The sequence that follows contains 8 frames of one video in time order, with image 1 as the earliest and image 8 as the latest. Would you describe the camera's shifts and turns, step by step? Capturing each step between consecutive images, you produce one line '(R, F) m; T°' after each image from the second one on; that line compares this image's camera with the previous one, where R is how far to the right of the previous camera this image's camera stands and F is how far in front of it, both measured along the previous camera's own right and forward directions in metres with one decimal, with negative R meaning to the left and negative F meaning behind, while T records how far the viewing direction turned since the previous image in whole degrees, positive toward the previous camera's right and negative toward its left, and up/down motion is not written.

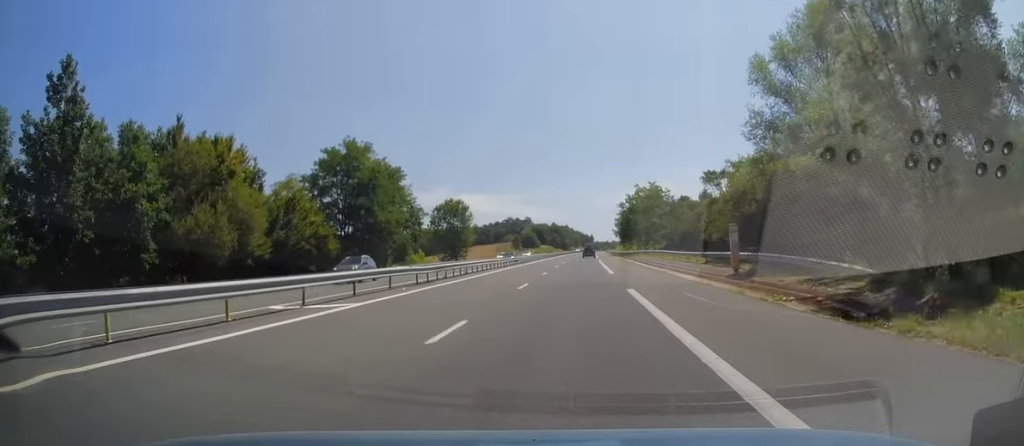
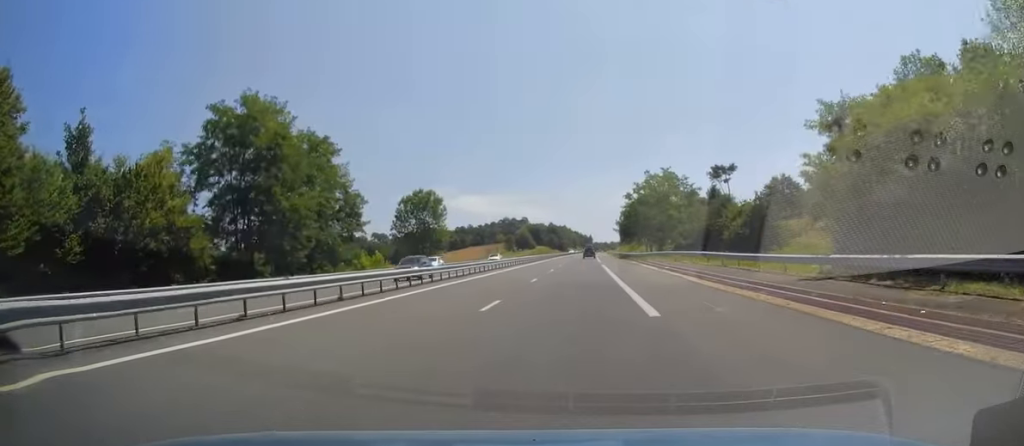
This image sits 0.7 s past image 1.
(+0.3, +21.0) m; 0°
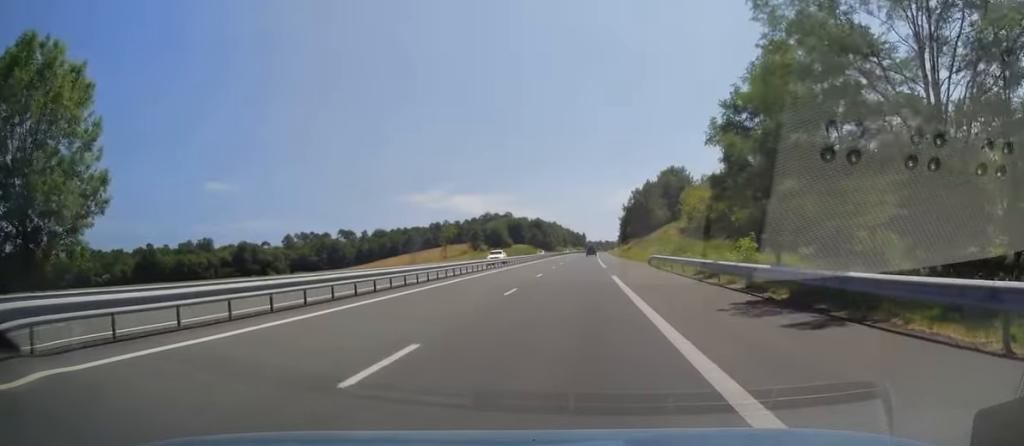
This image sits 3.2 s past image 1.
(0.0, +74.3) m; 0°
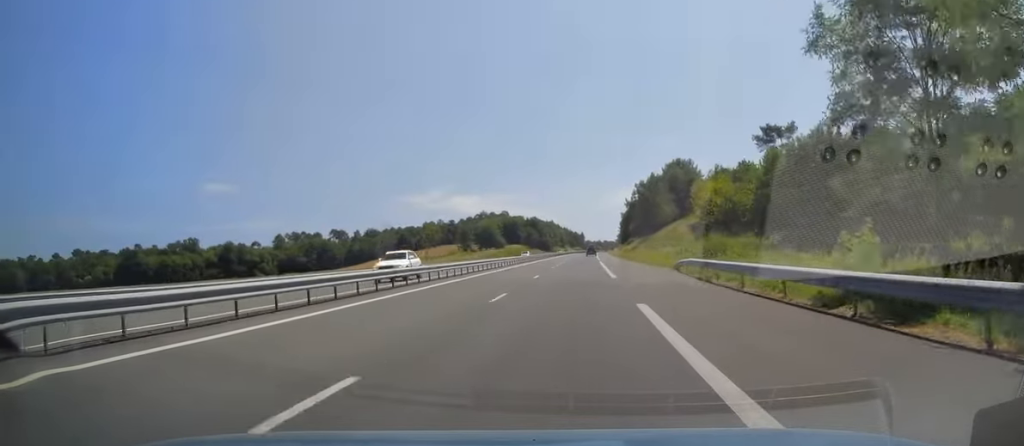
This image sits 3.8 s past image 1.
(-0.2, +15.6) m; 0°
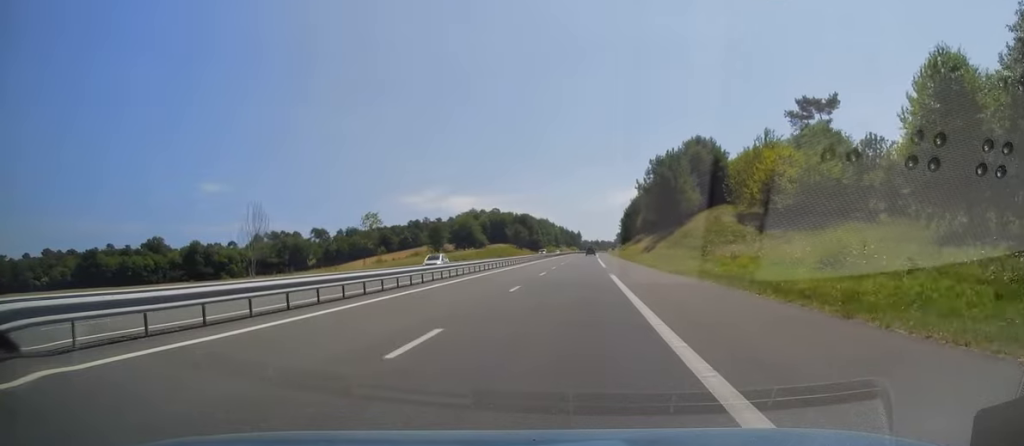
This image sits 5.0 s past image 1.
(+0.5, +35.2) m; +1°
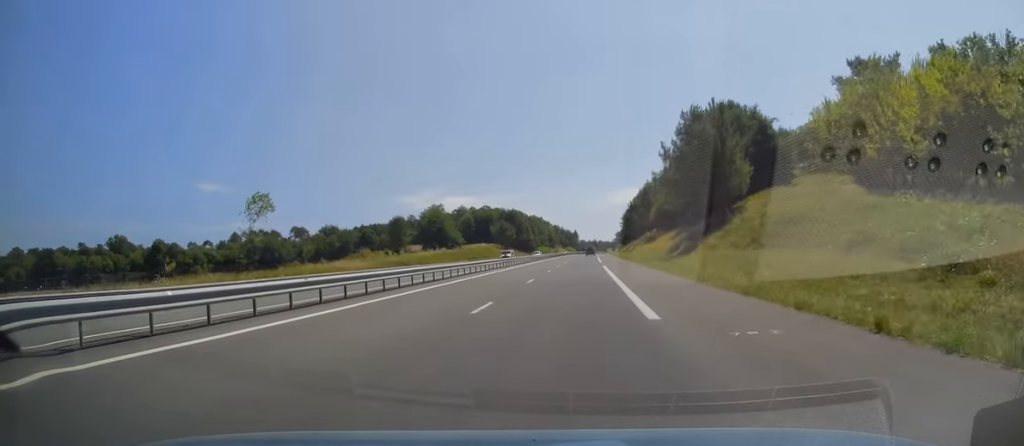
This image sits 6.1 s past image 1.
(+0.1, +33.7) m; 0°
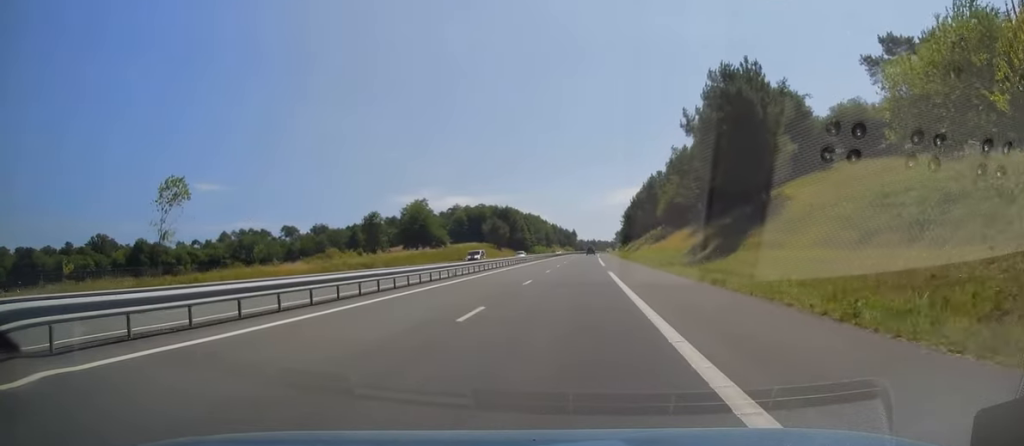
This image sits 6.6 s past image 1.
(0.0, +14.6) m; 0°
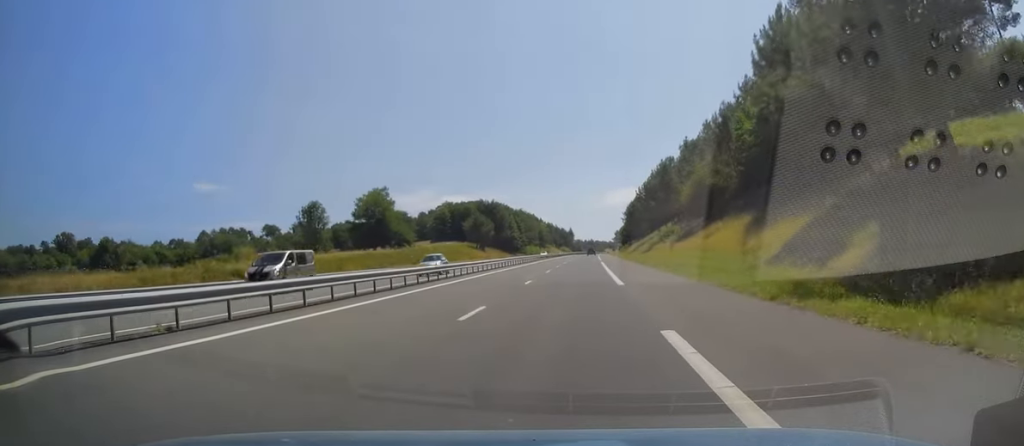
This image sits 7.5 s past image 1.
(0.0, +26.4) m; 0°
